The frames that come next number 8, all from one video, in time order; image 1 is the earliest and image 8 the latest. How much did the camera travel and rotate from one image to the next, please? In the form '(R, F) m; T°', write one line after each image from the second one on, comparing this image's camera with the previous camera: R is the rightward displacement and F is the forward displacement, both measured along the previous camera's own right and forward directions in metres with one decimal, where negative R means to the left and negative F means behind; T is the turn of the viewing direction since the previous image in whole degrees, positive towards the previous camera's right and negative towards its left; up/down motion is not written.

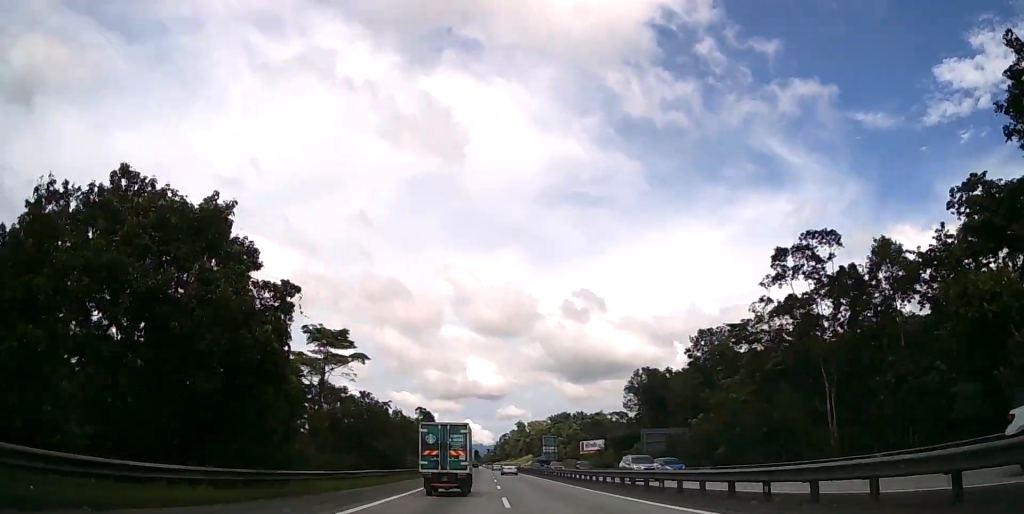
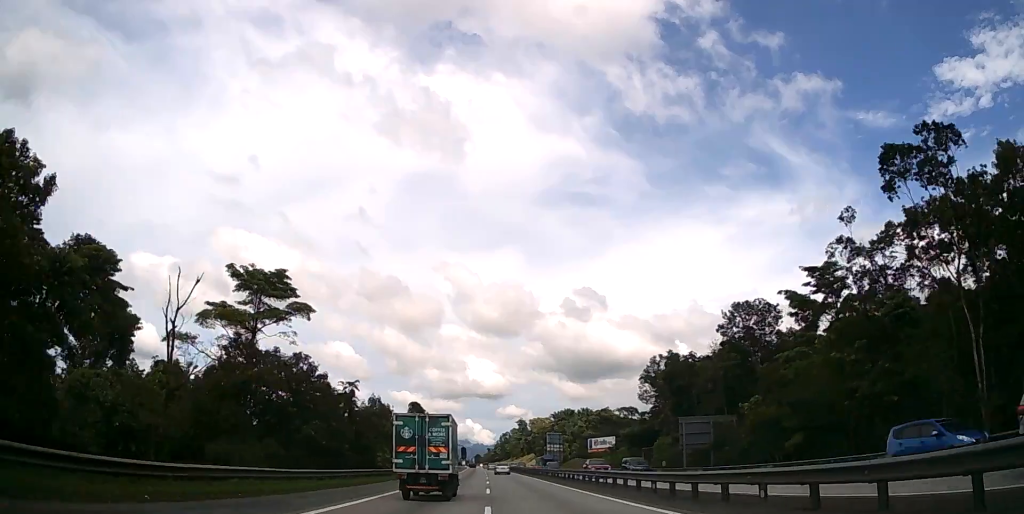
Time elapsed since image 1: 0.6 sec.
(0.0, +16.6) m; 0°
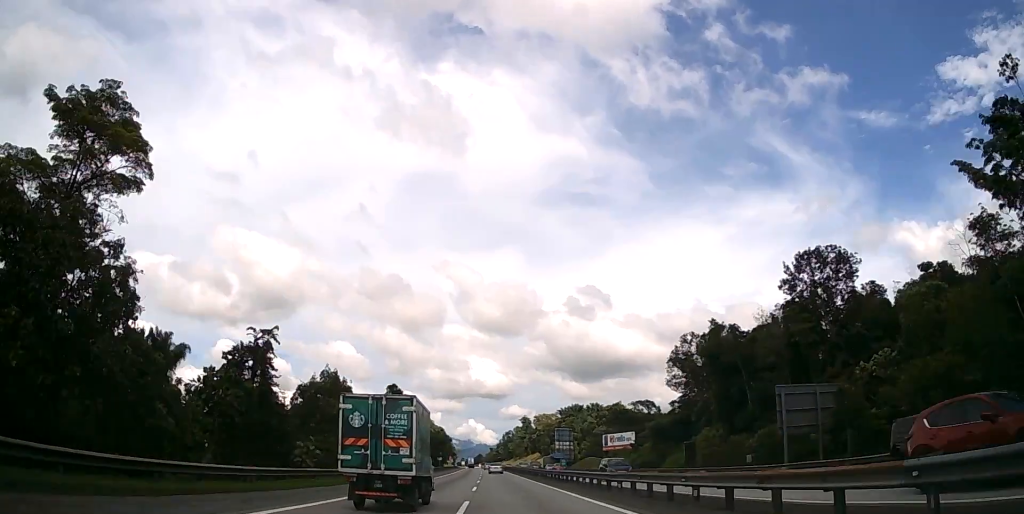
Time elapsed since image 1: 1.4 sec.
(0.0, +21.4) m; 0°
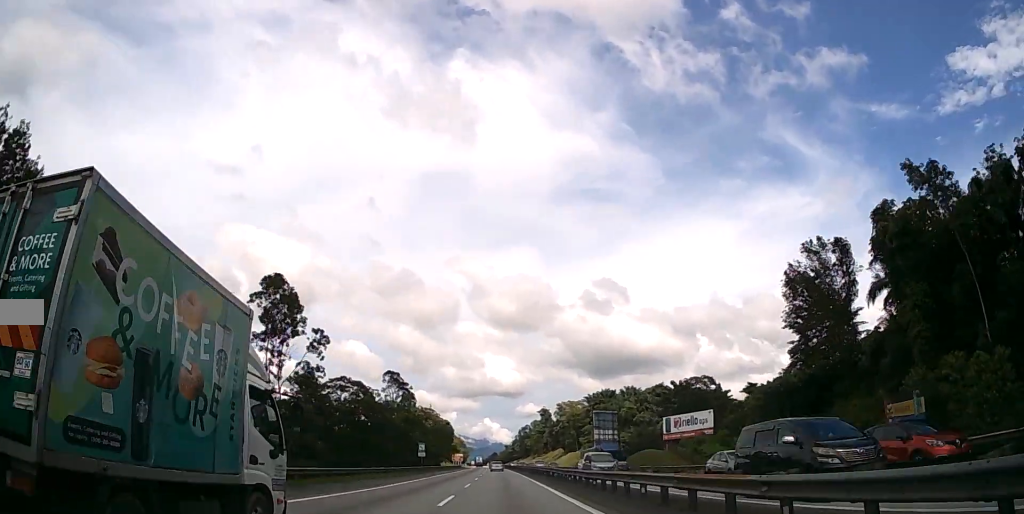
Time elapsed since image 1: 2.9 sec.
(-0.1, +45.3) m; -1°
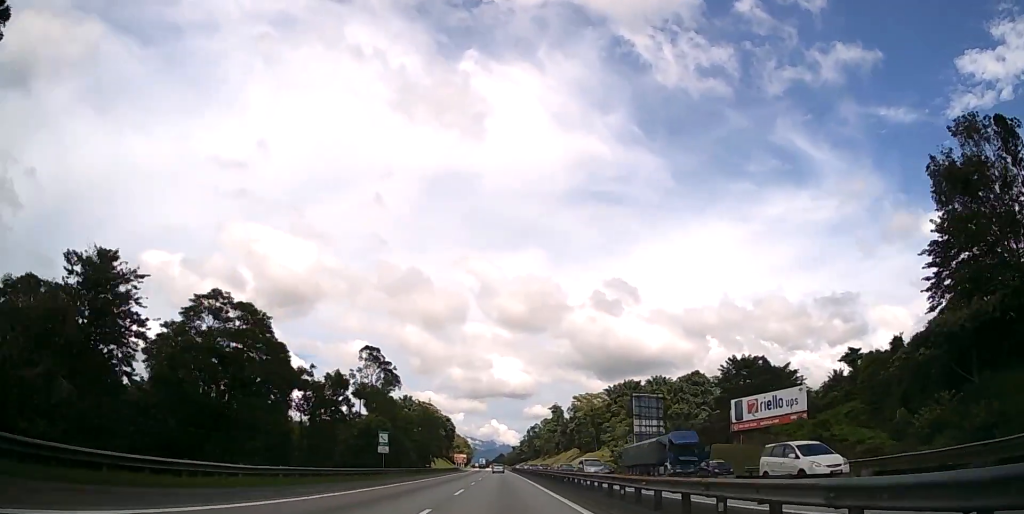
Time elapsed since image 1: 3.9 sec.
(-0.2, +29.7) m; -1°
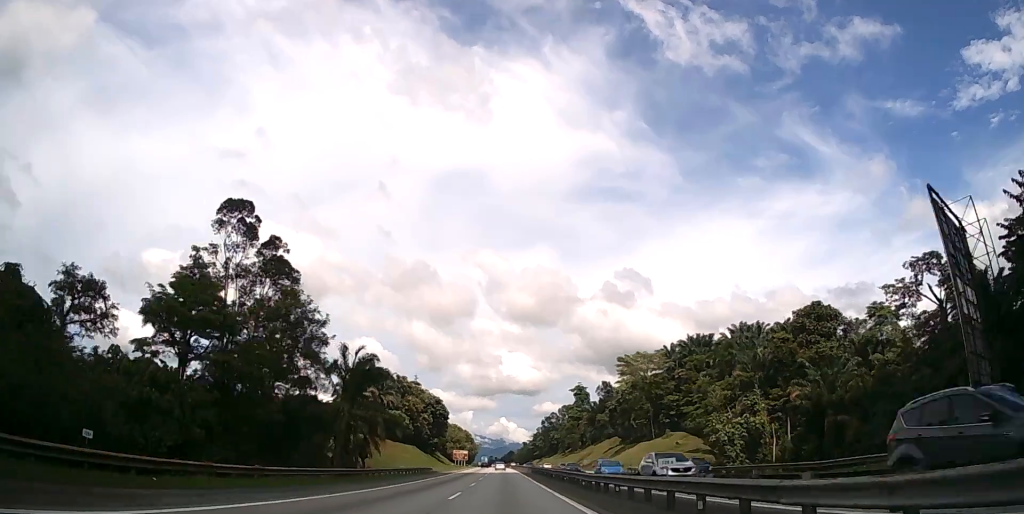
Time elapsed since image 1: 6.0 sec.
(-0.9, +62.9) m; -1°
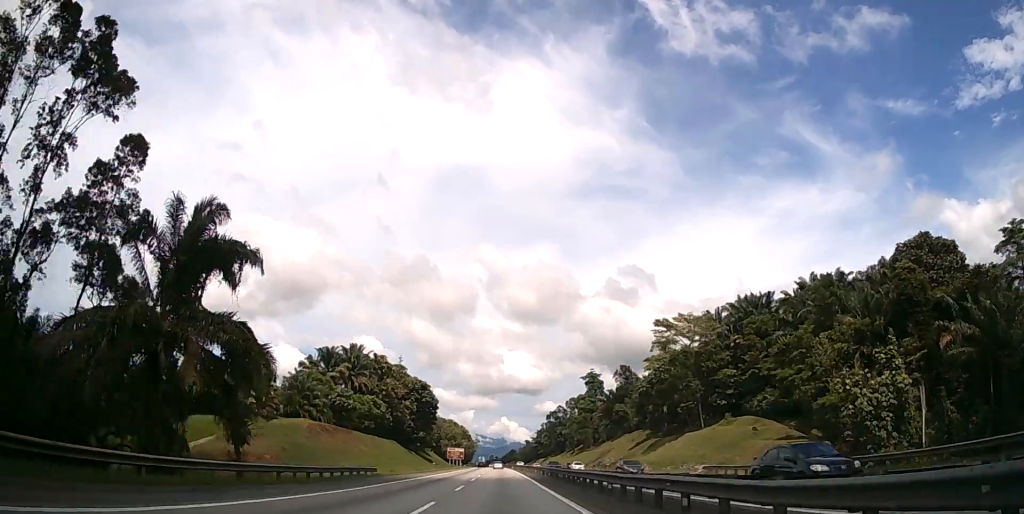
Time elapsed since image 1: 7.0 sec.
(-0.1, +31.9) m; 0°
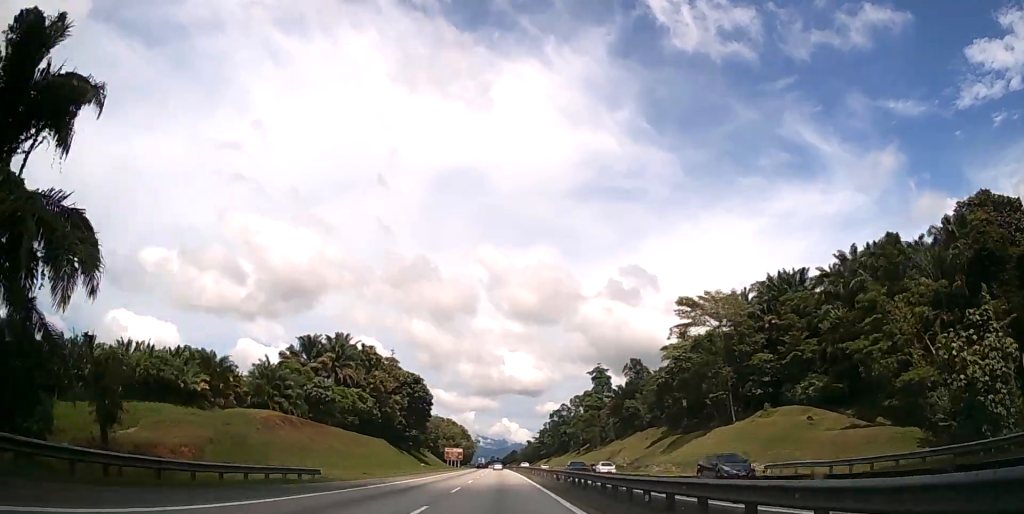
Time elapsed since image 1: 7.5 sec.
(0.0, +13.5) m; 0°
